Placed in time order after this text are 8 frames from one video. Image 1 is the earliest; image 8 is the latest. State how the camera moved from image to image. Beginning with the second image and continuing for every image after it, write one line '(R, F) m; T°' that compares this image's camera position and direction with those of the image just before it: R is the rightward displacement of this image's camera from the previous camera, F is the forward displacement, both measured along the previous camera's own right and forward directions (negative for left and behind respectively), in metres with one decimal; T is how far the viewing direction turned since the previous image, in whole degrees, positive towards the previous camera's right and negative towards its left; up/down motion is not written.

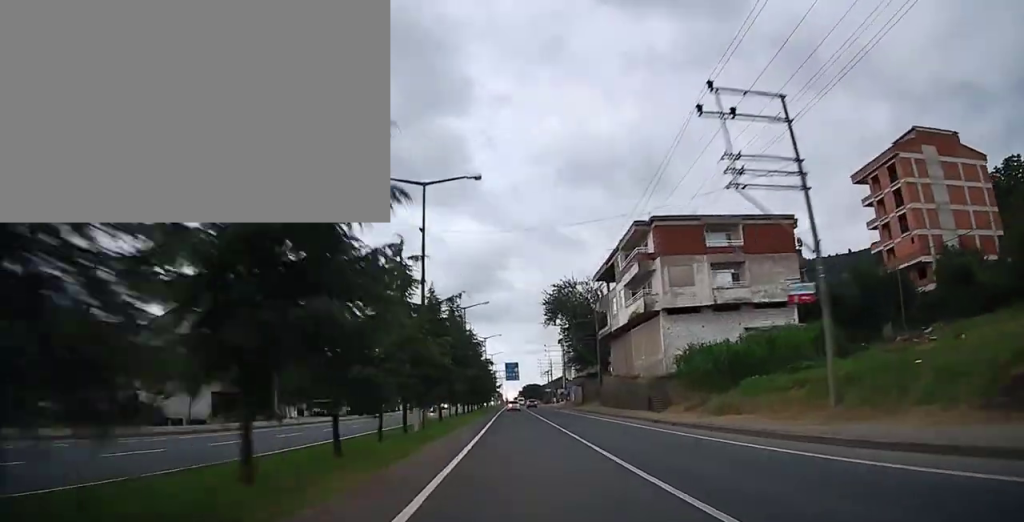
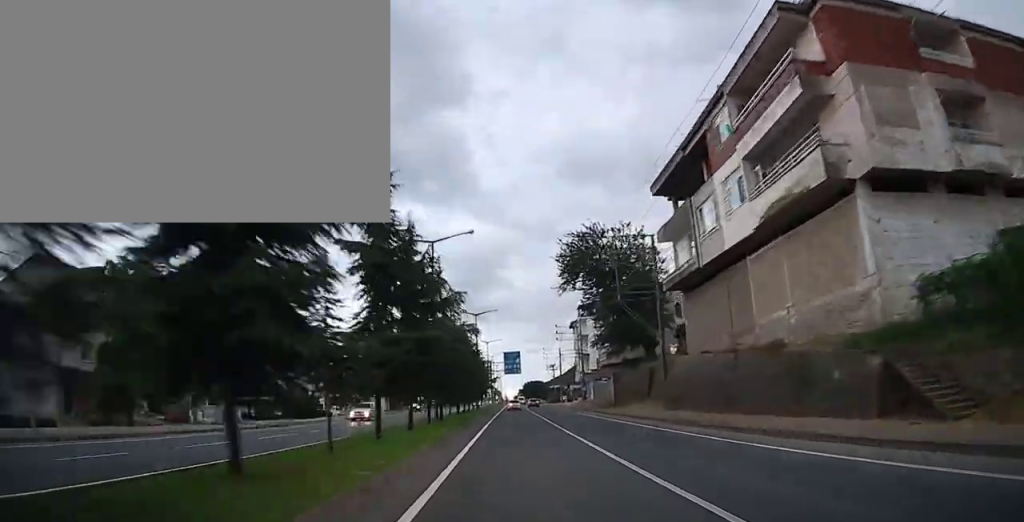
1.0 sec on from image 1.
(+0.2, +25.7) m; 0°
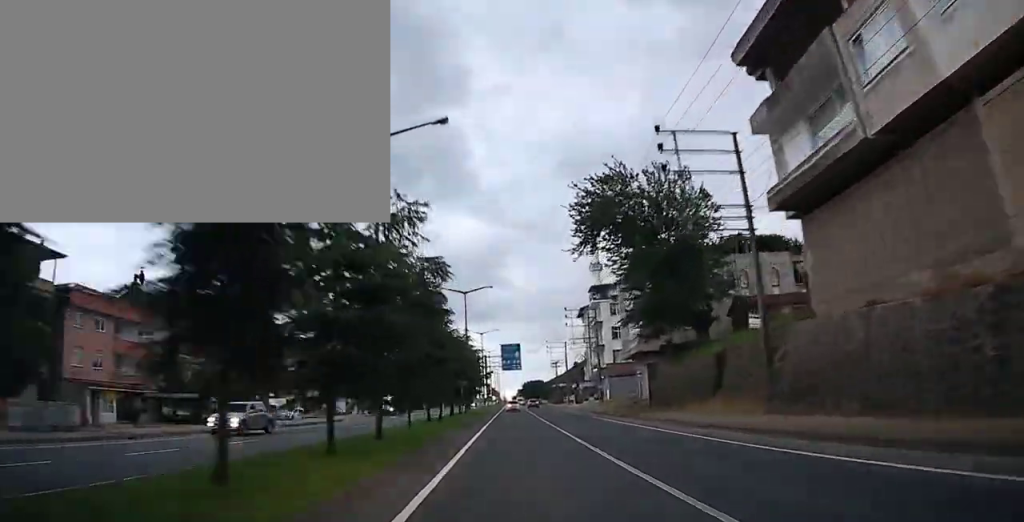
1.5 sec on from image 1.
(-0.1, +15.1) m; 0°
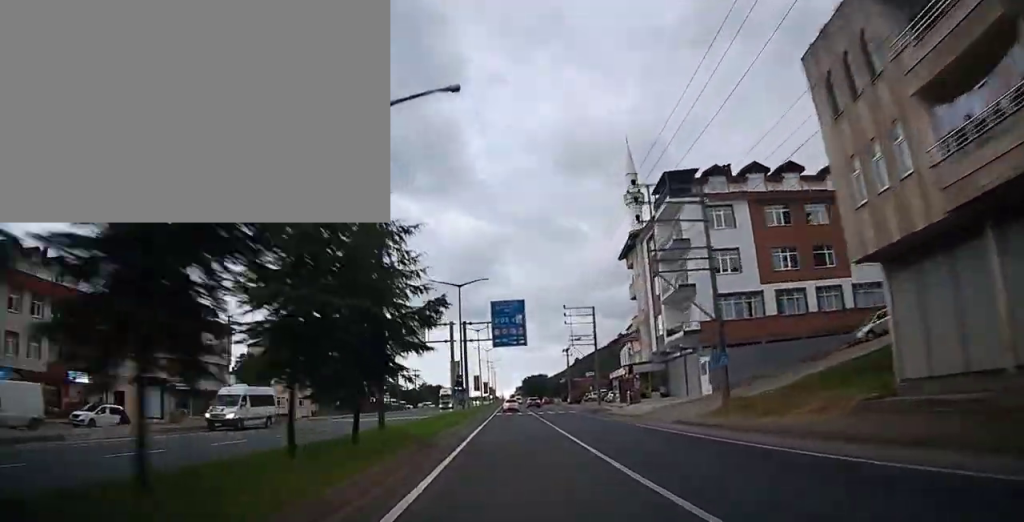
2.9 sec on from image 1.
(+0.1, +36.4) m; +1°
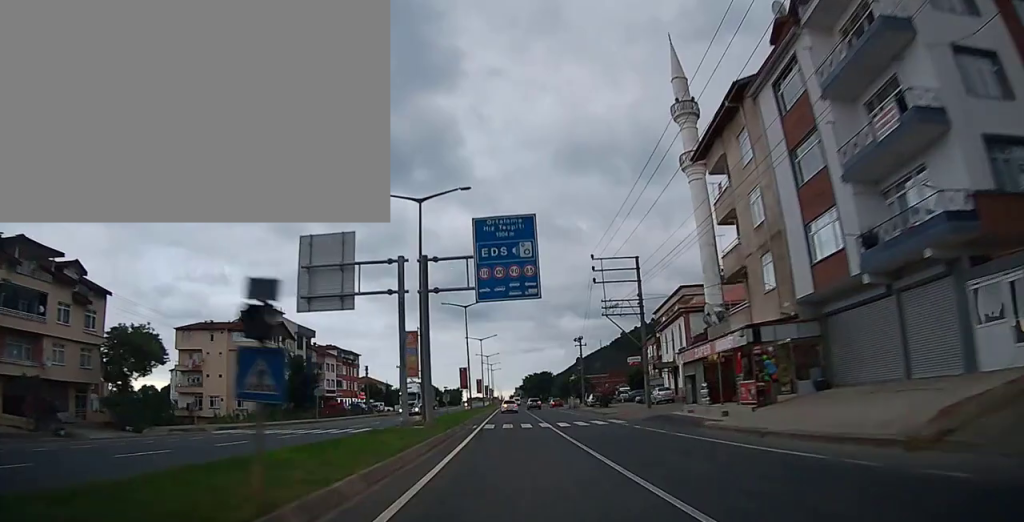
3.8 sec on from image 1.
(+0.2, +23.3) m; 0°
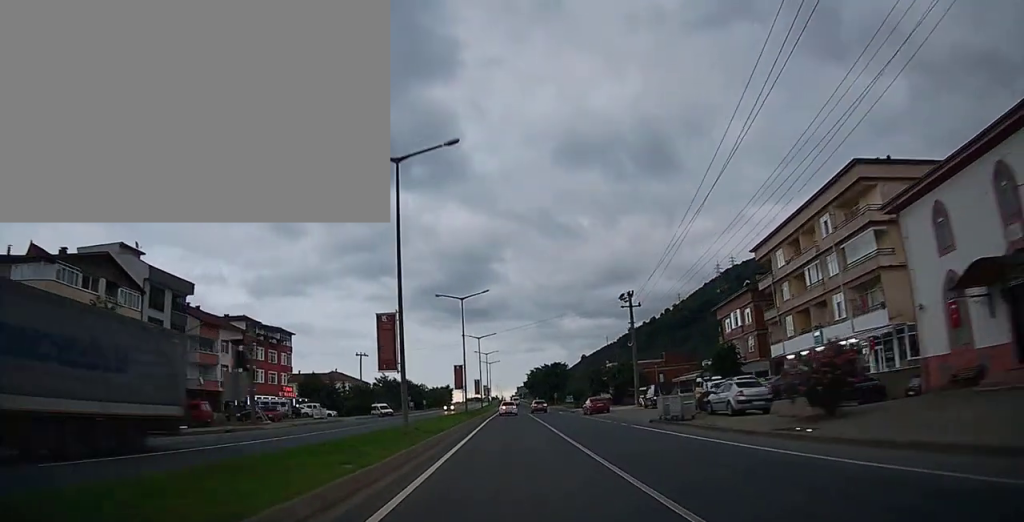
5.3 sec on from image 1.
(-0.2, +40.6) m; -1°
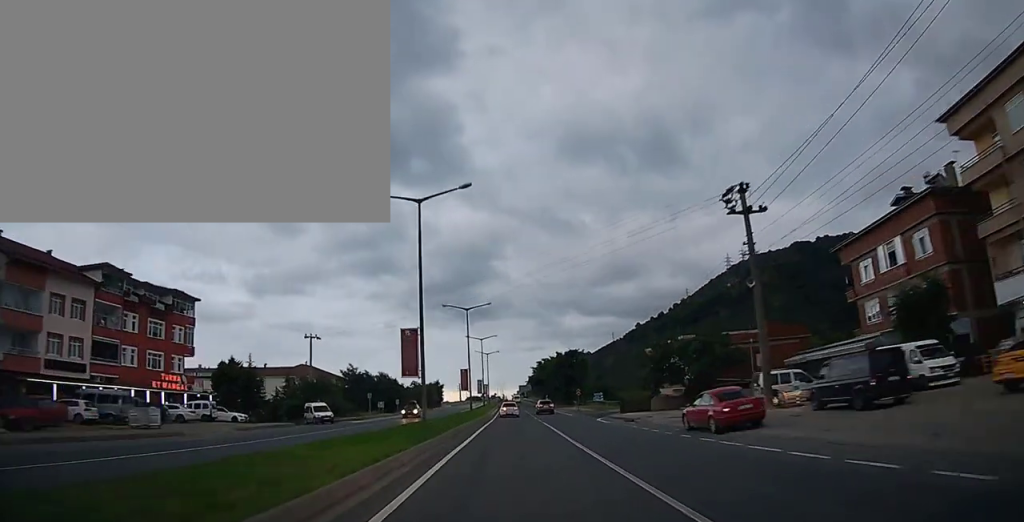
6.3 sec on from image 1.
(-0.1, +29.1) m; -1°
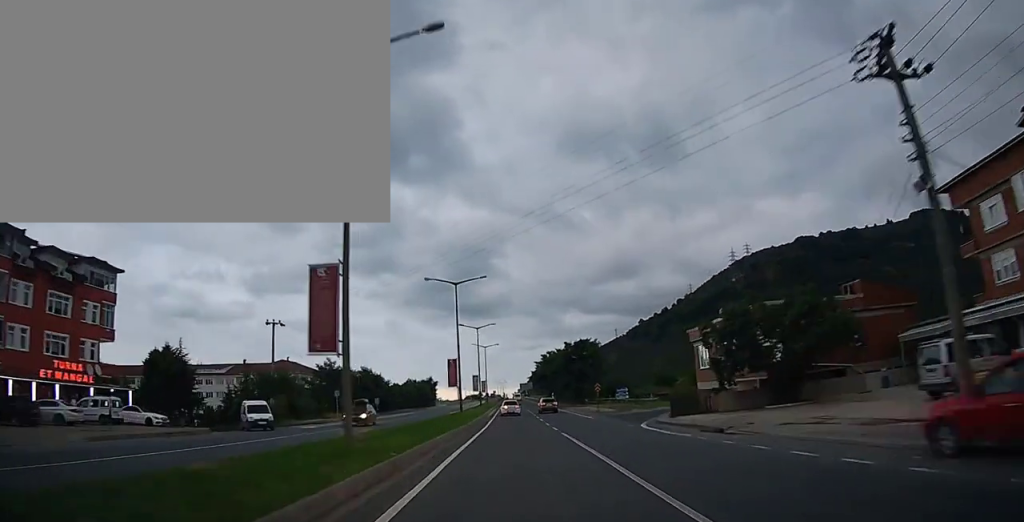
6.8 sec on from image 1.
(-0.1, +13.7) m; 0°
